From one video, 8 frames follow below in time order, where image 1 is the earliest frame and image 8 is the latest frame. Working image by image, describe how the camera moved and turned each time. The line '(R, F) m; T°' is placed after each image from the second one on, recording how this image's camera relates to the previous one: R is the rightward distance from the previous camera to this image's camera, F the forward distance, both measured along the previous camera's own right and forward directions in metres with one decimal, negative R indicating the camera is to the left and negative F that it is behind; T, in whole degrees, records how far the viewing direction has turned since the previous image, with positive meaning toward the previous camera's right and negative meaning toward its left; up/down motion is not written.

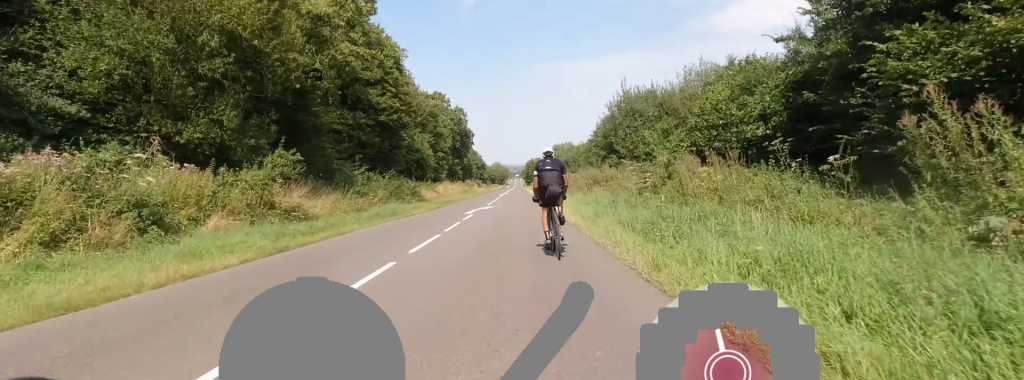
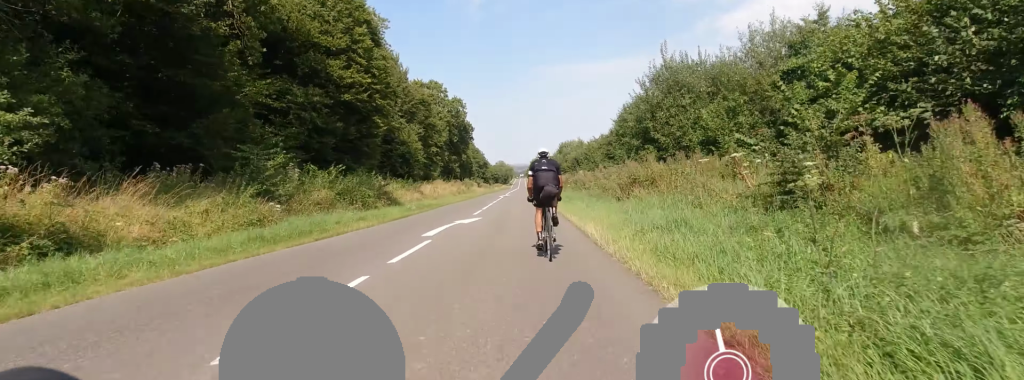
(+0.2, +7.8) m; 0°
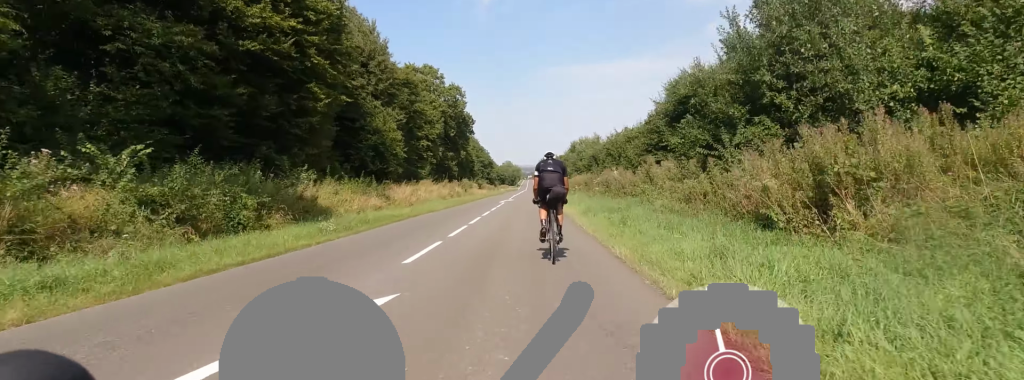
(-0.5, +10.2) m; 0°
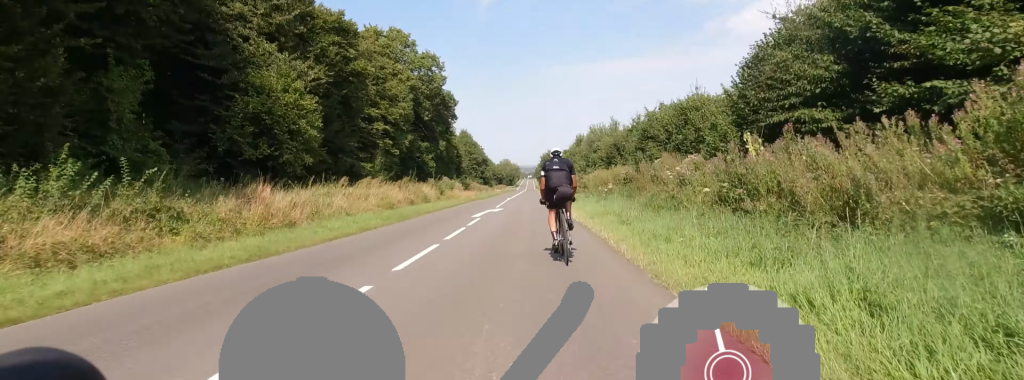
(+0.5, +15.4) m; +2°
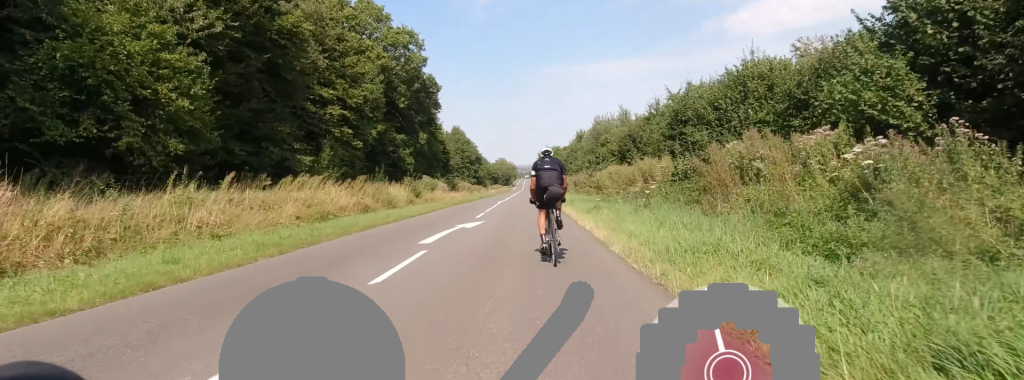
(0.0, +8.3) m; 0°
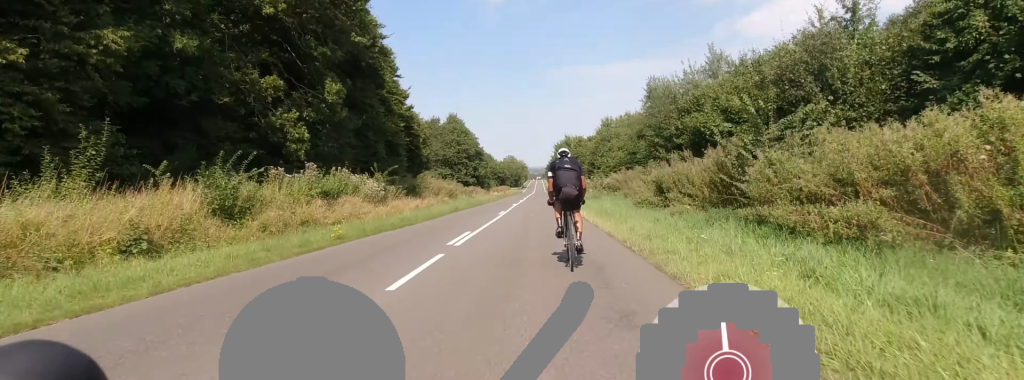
(0.0, +24.0) m; 0°
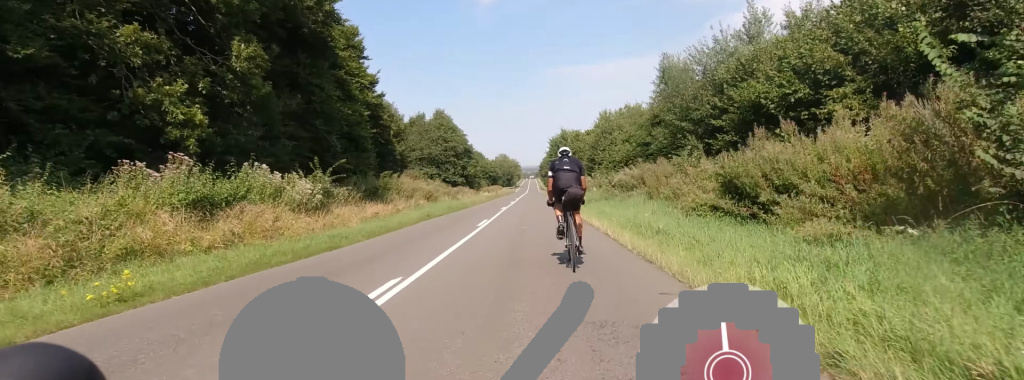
(0.0, +6.9) m; 0°
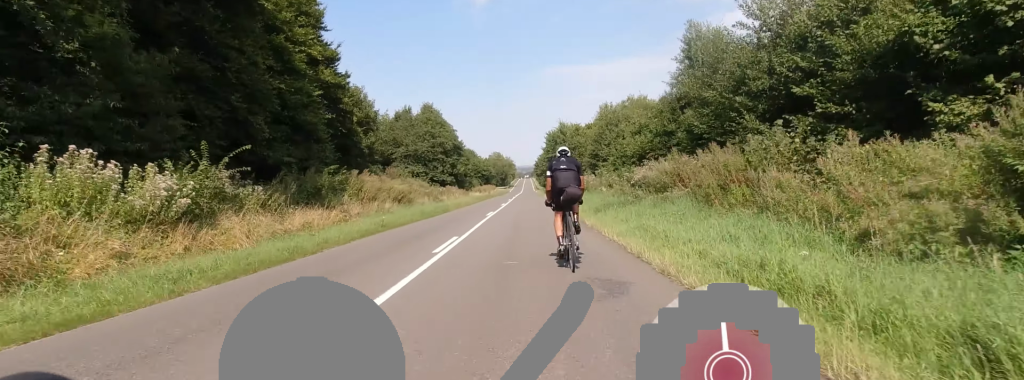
(0.0, +6.9) m; 0°
